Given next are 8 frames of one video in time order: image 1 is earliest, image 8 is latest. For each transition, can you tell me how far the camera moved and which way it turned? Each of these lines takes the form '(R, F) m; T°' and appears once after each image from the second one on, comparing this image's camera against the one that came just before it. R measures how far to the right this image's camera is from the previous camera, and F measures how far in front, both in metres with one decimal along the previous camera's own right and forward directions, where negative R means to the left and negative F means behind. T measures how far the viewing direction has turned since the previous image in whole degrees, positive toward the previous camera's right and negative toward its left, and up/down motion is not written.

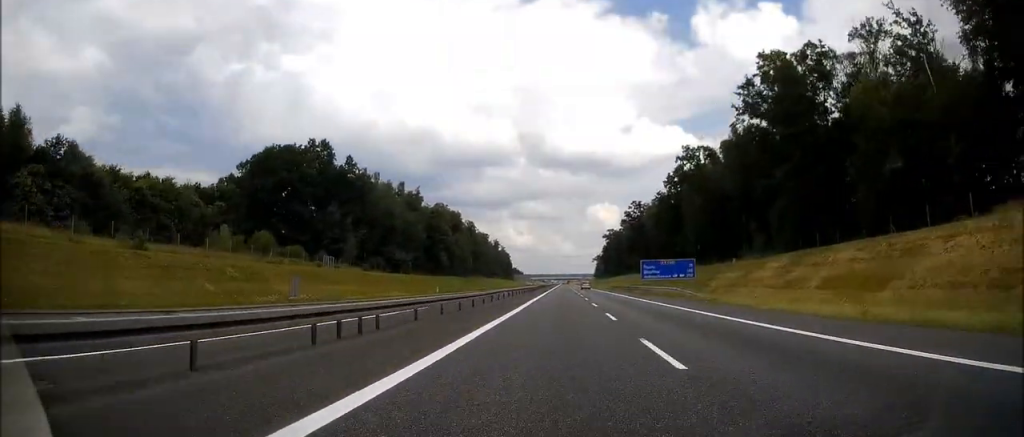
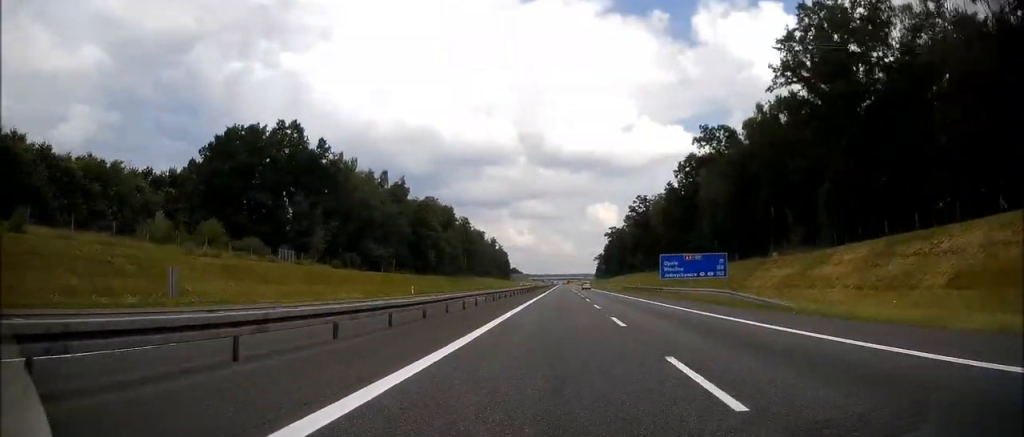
(0.0, +14.9) m; 0°
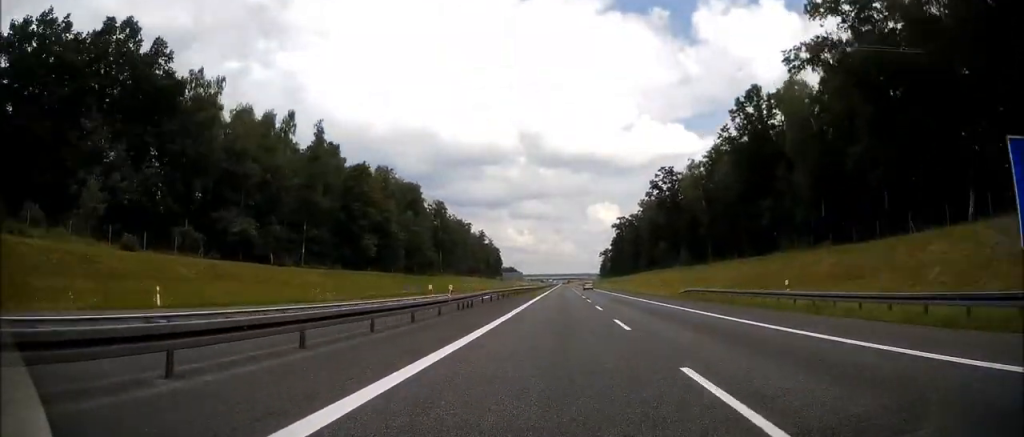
(-0.2, +48.5) m; 0°
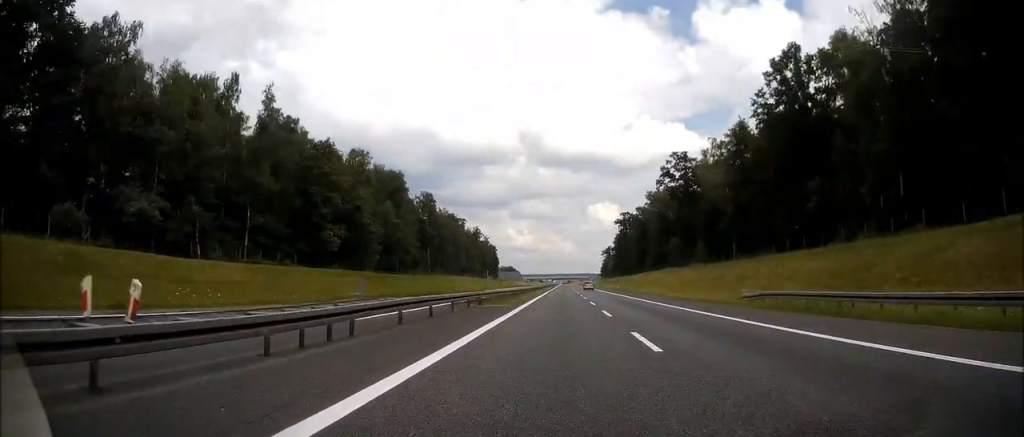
(+0.1, +17.5) m; 0°
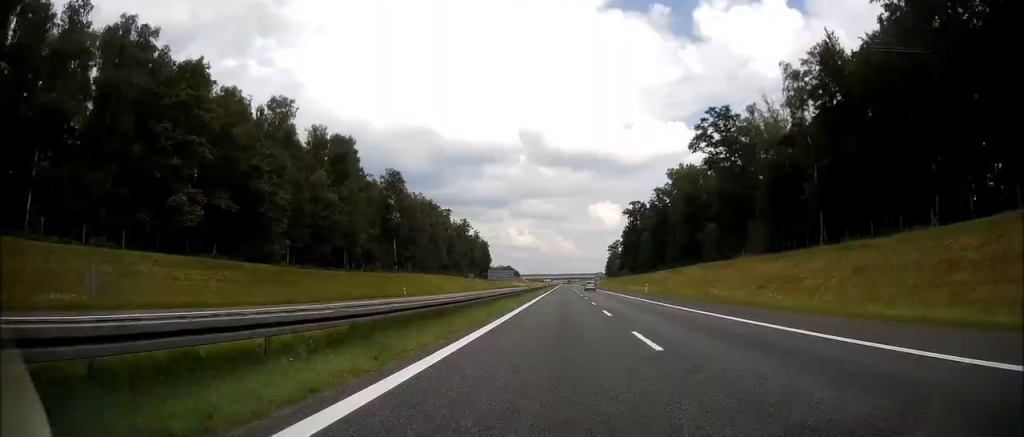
(+0.2, +36.1) m; 0°
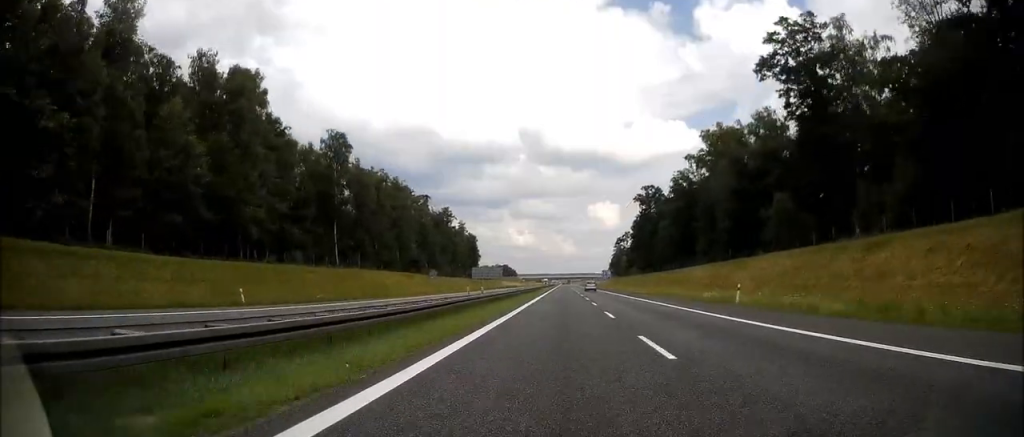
(-0.1, +37.3) m; 0°
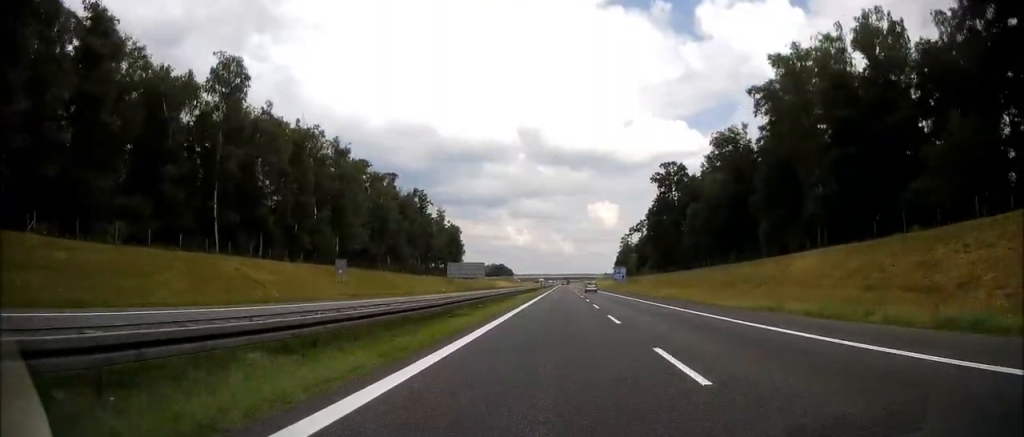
(-0.1, +38.6) m; 0°
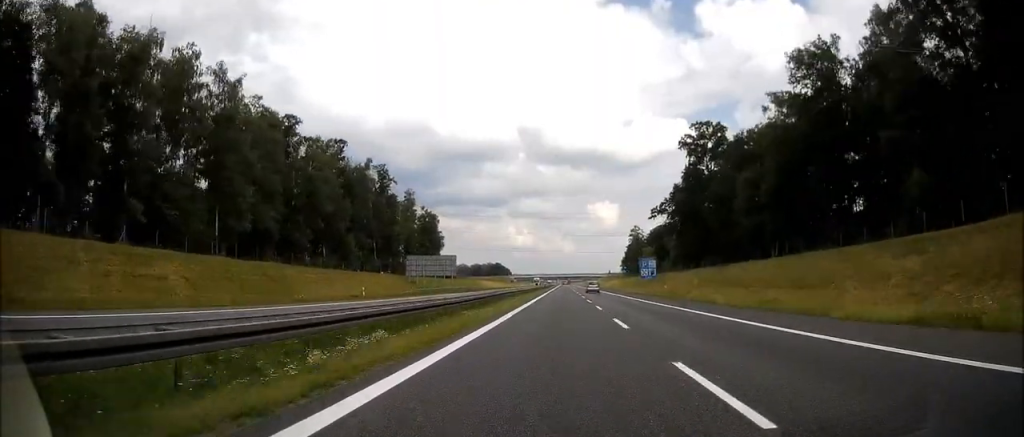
(+0.2, +38.5) m; 0°
